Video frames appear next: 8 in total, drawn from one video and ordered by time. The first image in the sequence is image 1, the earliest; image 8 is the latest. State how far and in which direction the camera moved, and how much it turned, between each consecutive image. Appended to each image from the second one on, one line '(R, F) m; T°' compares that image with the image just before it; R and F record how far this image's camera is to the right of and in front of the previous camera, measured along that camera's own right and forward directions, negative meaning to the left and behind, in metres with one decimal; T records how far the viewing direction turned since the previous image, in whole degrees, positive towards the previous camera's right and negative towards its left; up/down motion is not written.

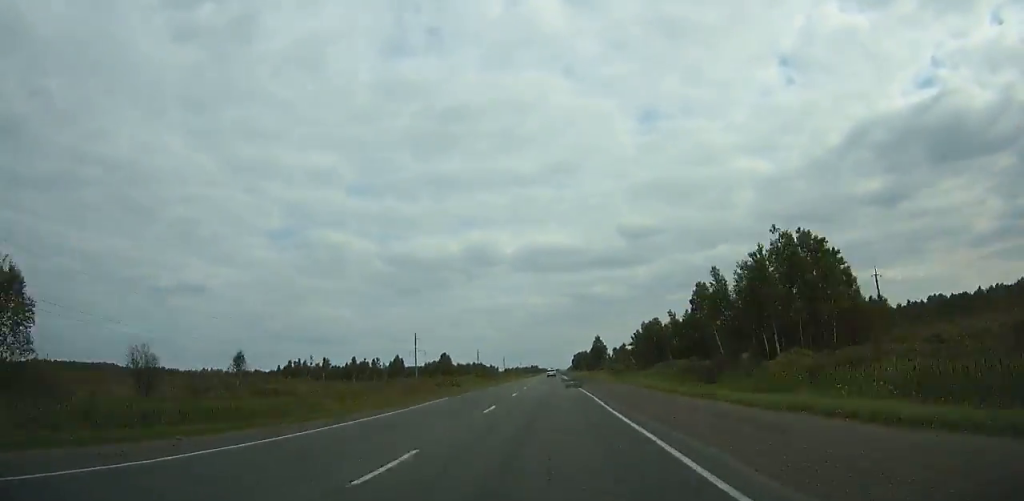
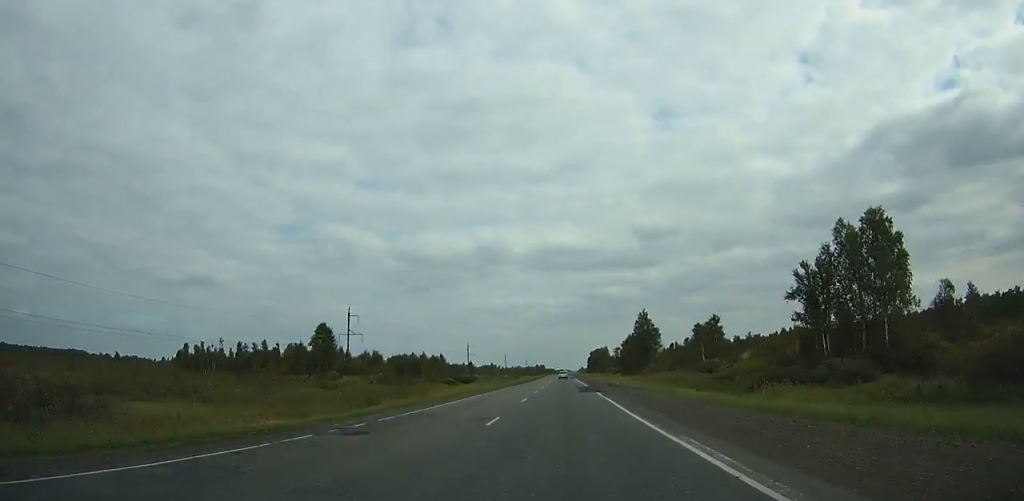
(-0.2, +100.9) m; 0°
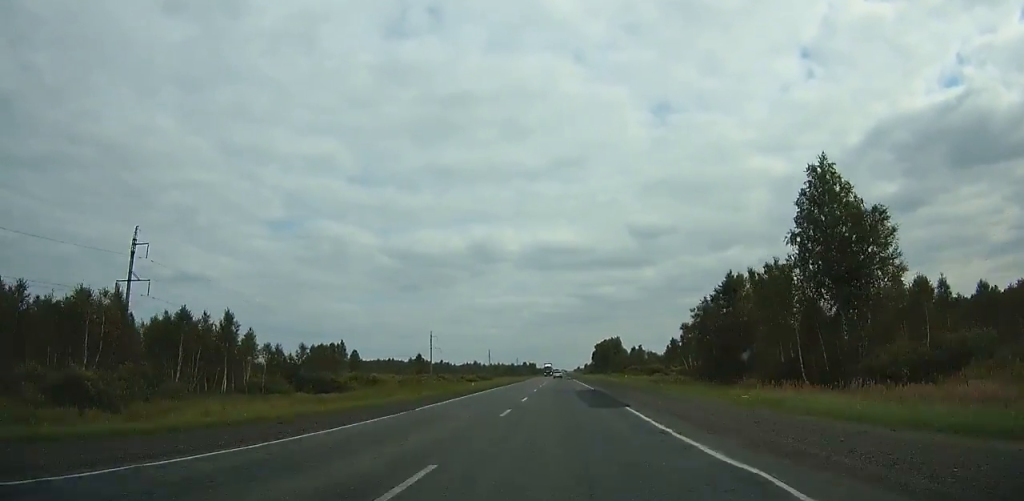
(+0.4, +93.4) m; +1°
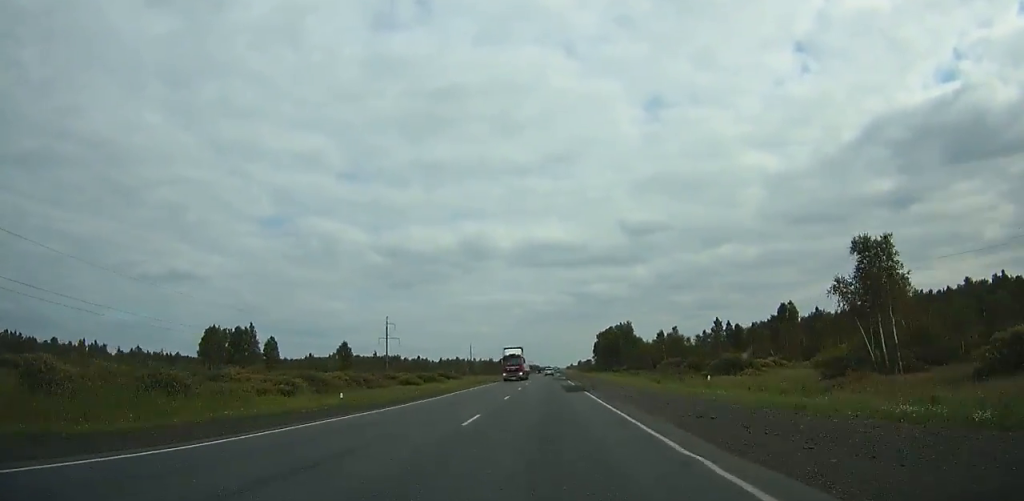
(+0.2, +61.0) m; 0°
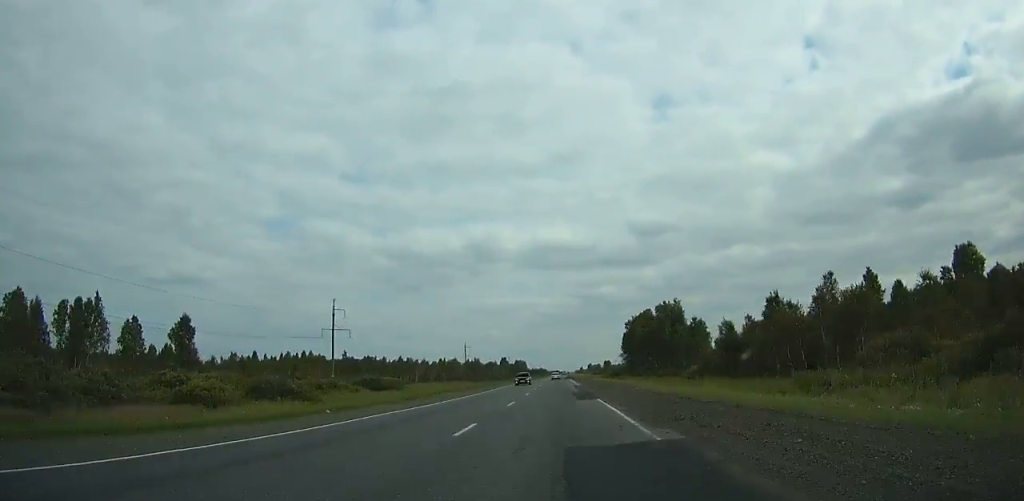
(-0.1, +60.9) m; -1°
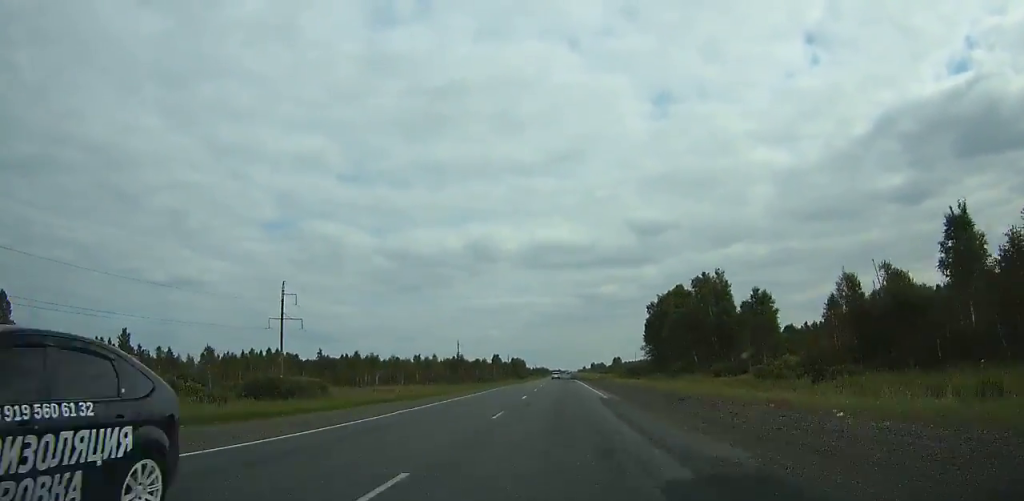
(0.0, +31.5) m; 0°
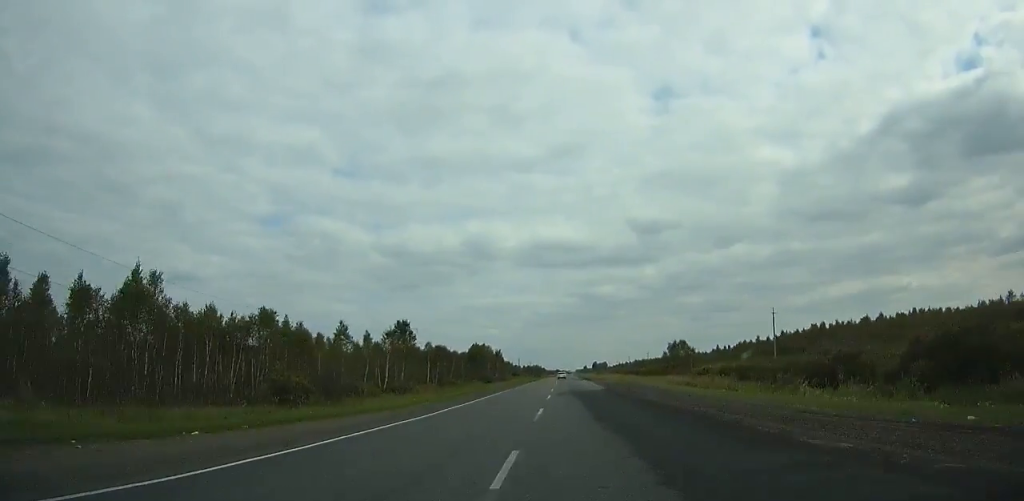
(-1.0, +105.6) m; 0°
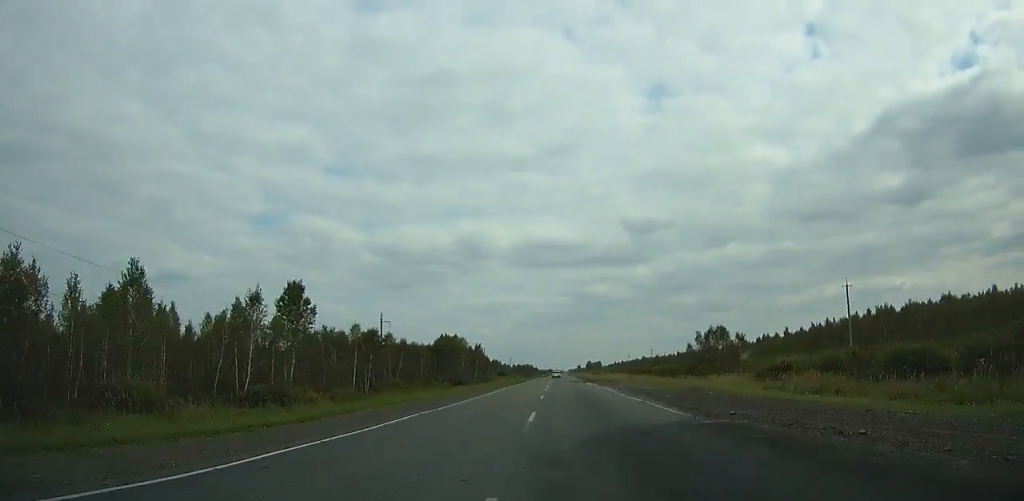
(0.0, +27.5) m; 0°
